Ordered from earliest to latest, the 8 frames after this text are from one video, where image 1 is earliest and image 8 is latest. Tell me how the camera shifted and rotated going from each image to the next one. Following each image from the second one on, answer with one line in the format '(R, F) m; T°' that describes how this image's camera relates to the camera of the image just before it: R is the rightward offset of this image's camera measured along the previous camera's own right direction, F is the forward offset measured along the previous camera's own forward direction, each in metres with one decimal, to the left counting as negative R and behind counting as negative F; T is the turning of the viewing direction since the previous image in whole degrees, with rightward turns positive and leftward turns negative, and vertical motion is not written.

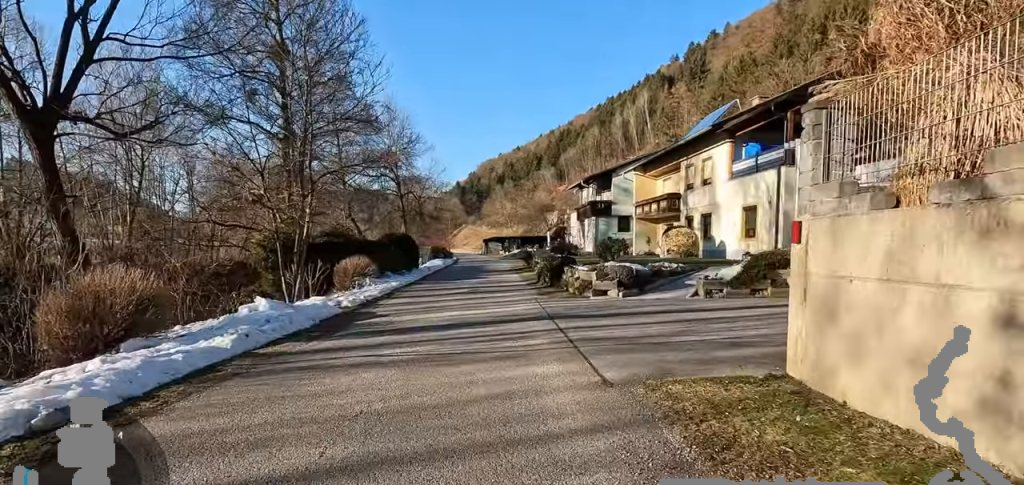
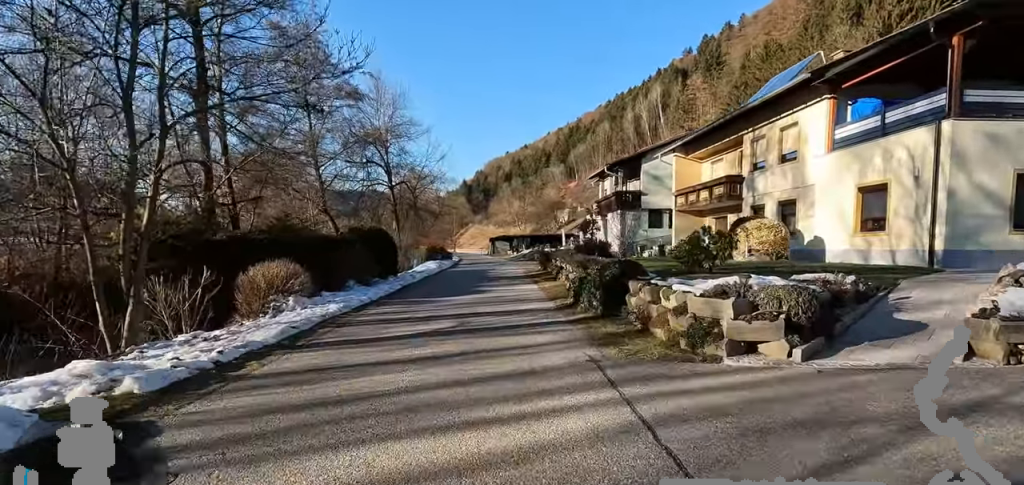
(+0.6, +6.9) m; -1°
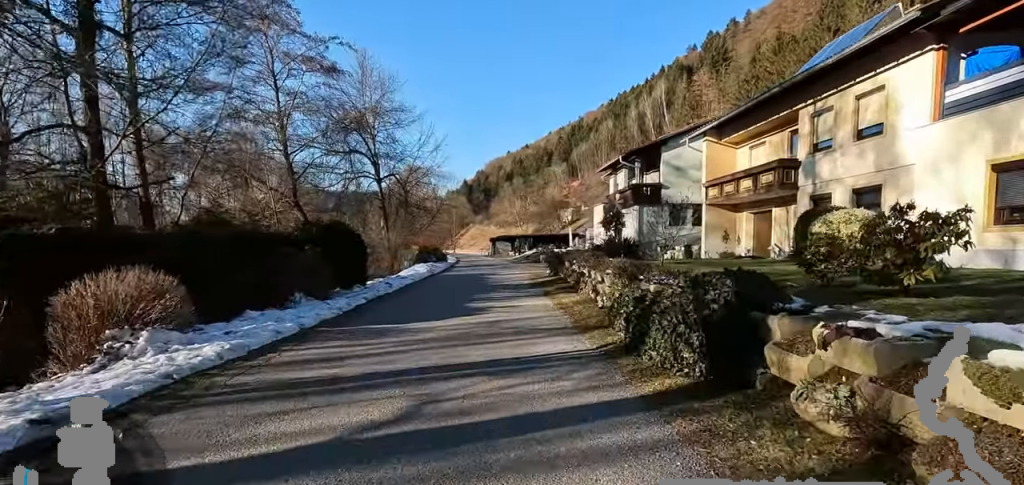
(-0.3, +4.3) m; -3°
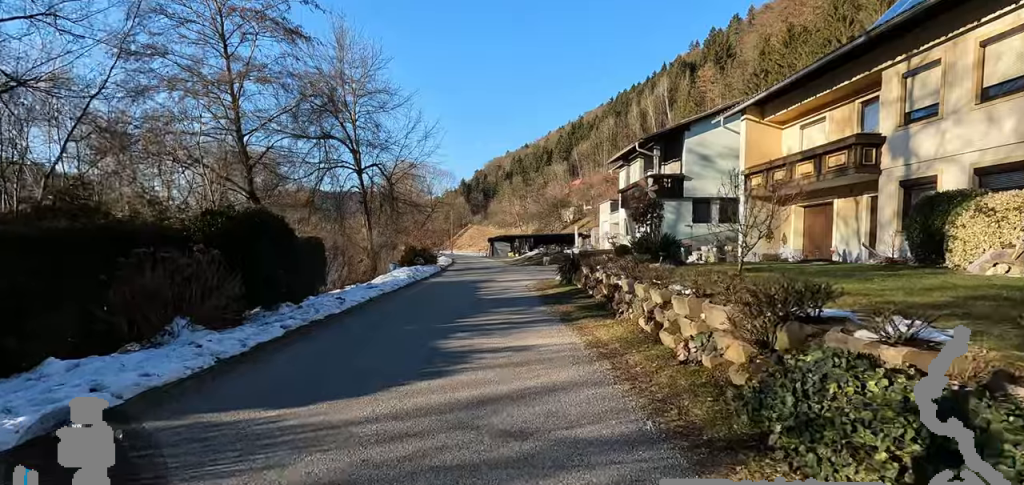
(-0.6, +4.3) m; 0°
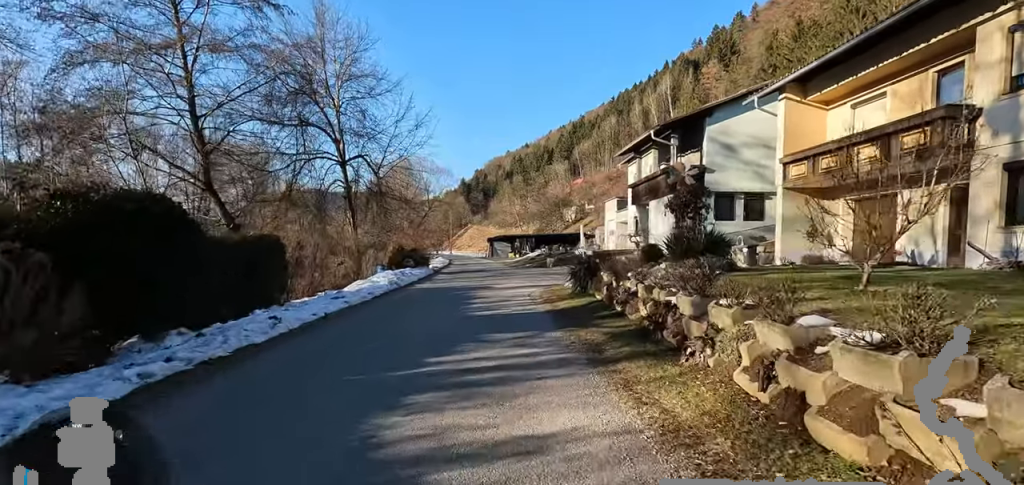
(+0.9, +3.1) m; 0°
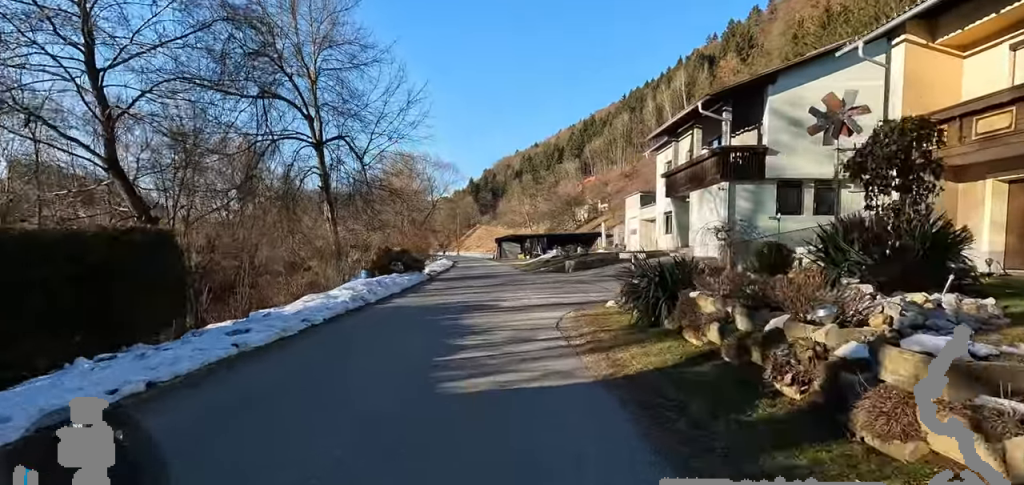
(-0.6, +4.9) m; 0°
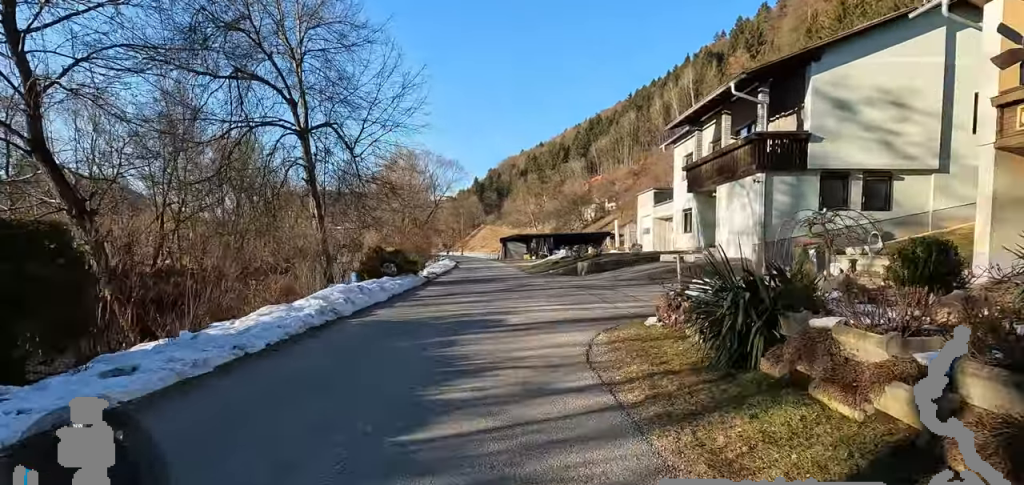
(-0.4, +2.4) m; 0°
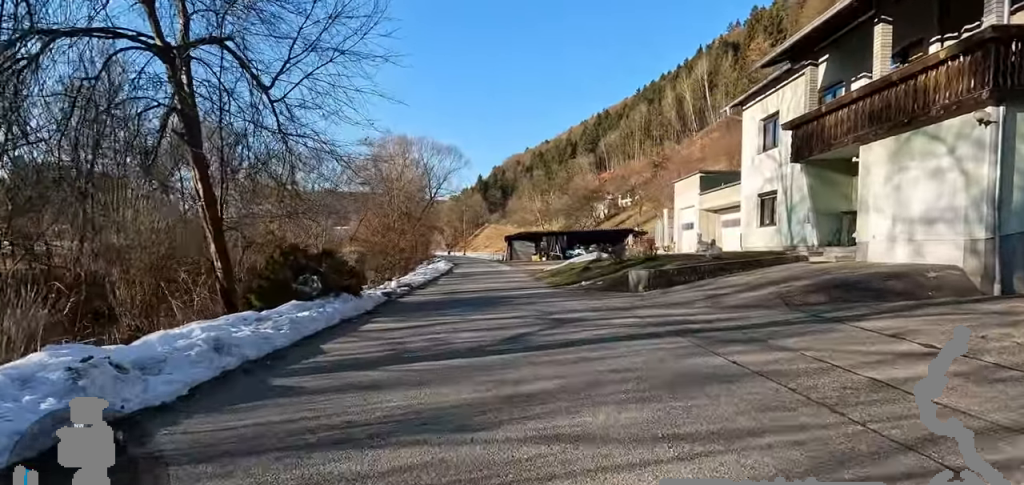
(+0.5, +8.4) m; 0°
